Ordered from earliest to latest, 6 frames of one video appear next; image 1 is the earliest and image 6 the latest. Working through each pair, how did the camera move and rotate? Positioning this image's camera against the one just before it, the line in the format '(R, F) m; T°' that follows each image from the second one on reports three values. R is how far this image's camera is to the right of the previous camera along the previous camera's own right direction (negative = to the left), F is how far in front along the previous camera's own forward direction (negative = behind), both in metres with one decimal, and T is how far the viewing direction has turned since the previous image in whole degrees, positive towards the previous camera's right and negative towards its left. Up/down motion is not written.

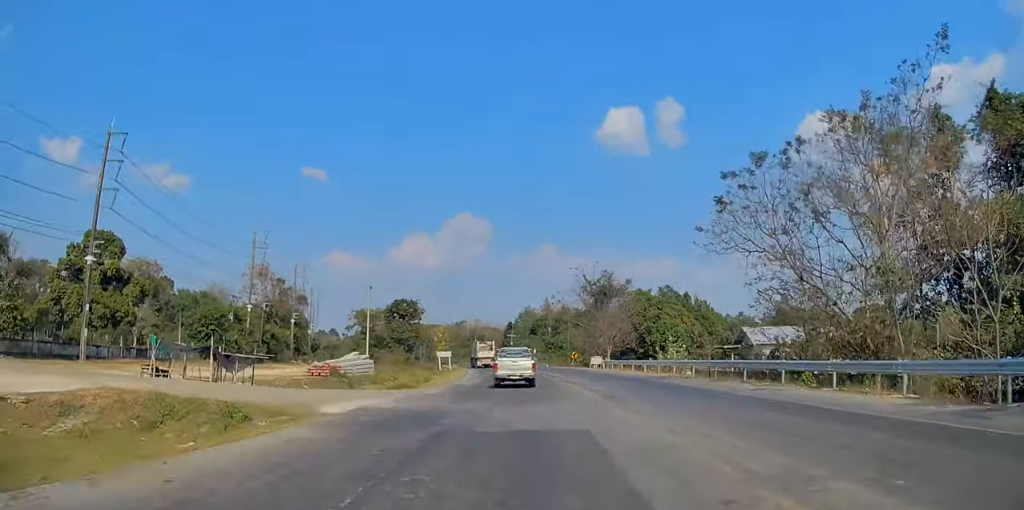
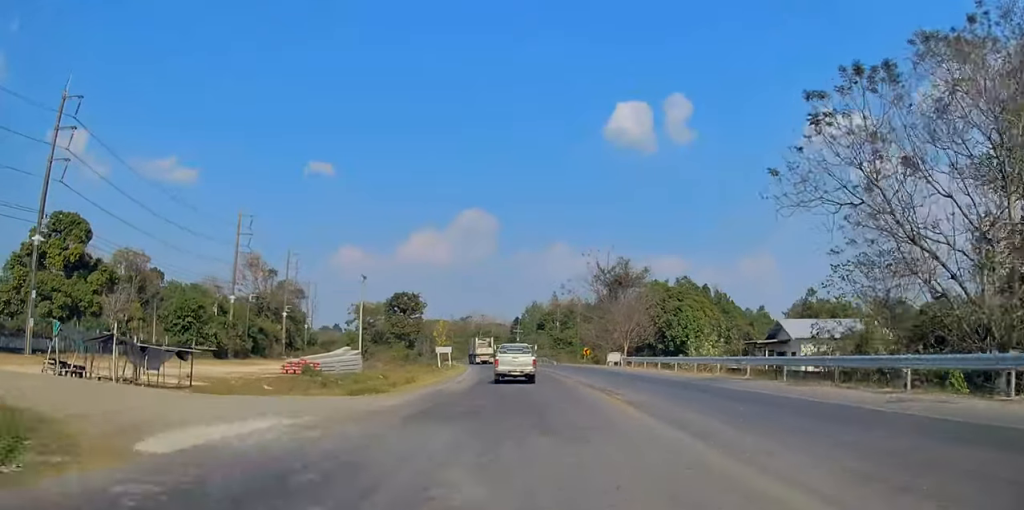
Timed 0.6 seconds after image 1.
(+0.1, +8.0) m; 0°
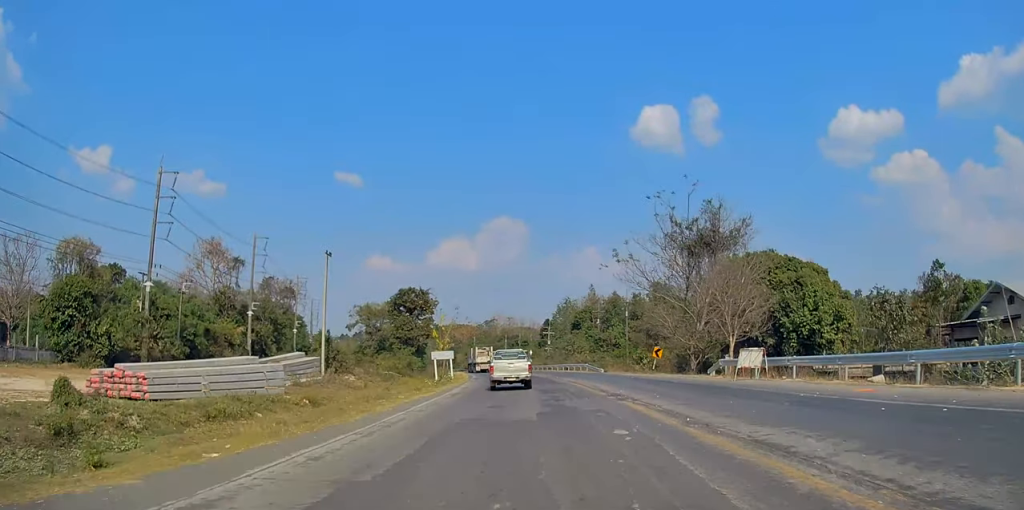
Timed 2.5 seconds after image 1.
(-0.7, +27.5) m; -4°
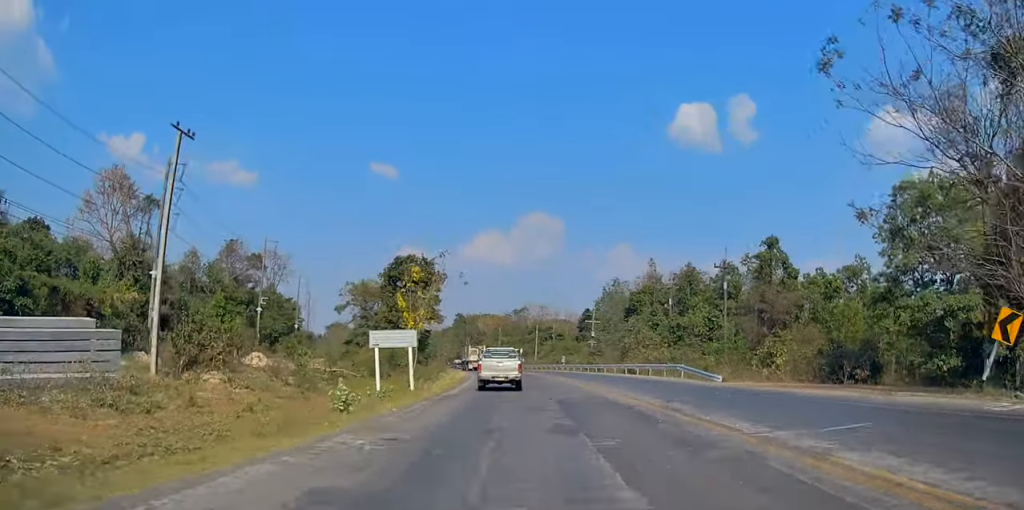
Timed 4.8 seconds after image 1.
(-1.6, +33.3) m; -2°
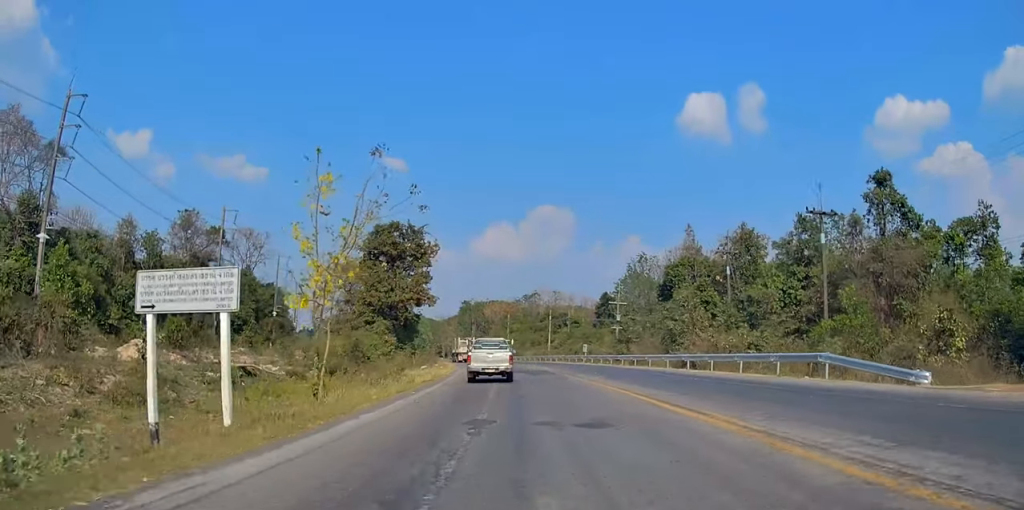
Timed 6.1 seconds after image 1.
(0.0, +19.2) m; -2°
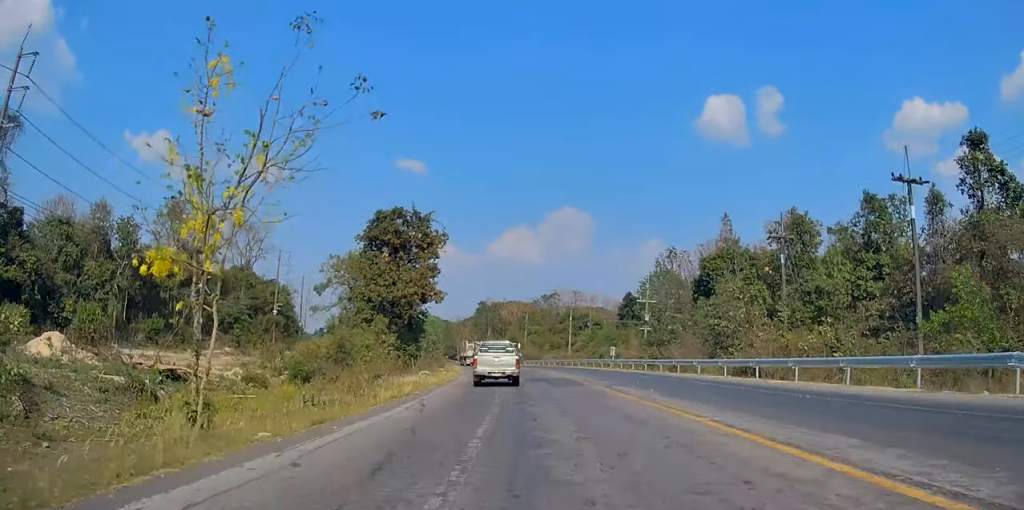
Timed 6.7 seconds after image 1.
(-0.2, +8.9) m; -1°
